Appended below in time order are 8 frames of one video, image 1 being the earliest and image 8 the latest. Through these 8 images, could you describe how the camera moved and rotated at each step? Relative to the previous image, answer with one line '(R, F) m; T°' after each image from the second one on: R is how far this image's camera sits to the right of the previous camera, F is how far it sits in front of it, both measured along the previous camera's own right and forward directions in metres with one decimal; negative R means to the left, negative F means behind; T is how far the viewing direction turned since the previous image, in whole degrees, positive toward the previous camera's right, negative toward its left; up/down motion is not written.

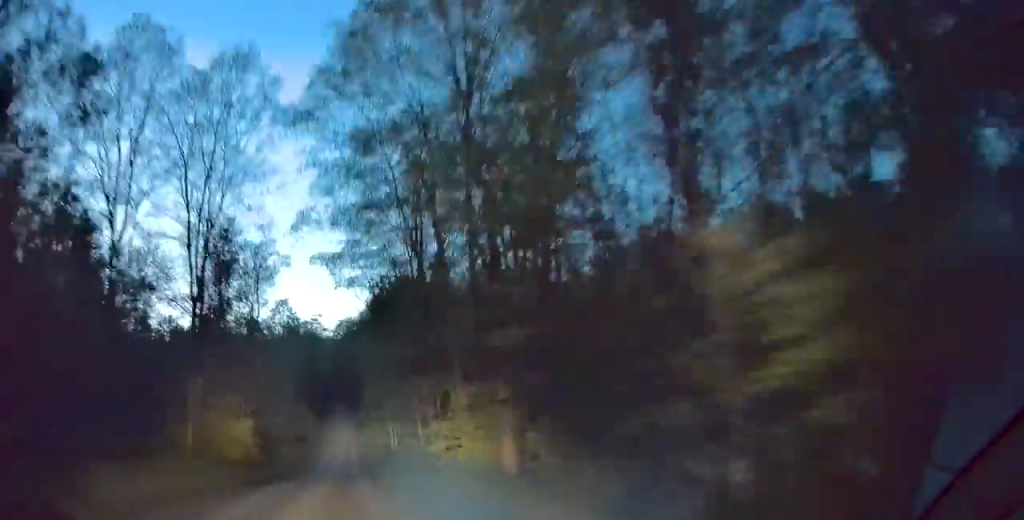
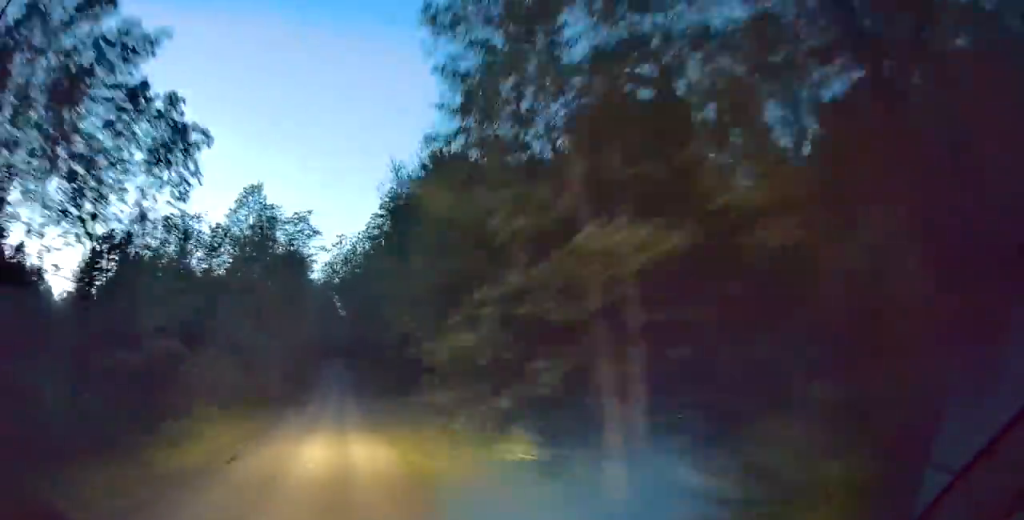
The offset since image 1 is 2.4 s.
(0.0, +35.0) m; 0°
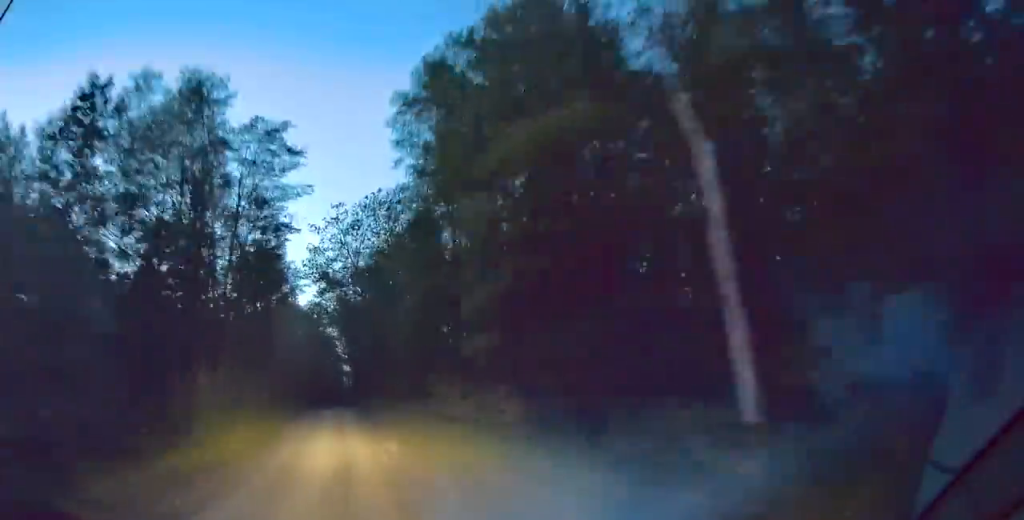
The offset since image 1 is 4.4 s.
(+0.2, +29.2) m; -1°
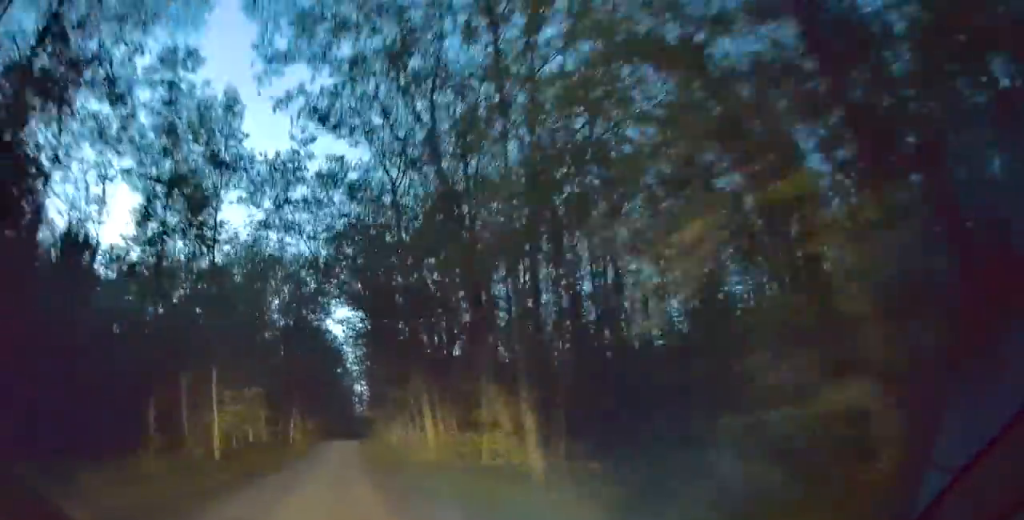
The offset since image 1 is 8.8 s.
(-0.9, +61.4) m; 0°
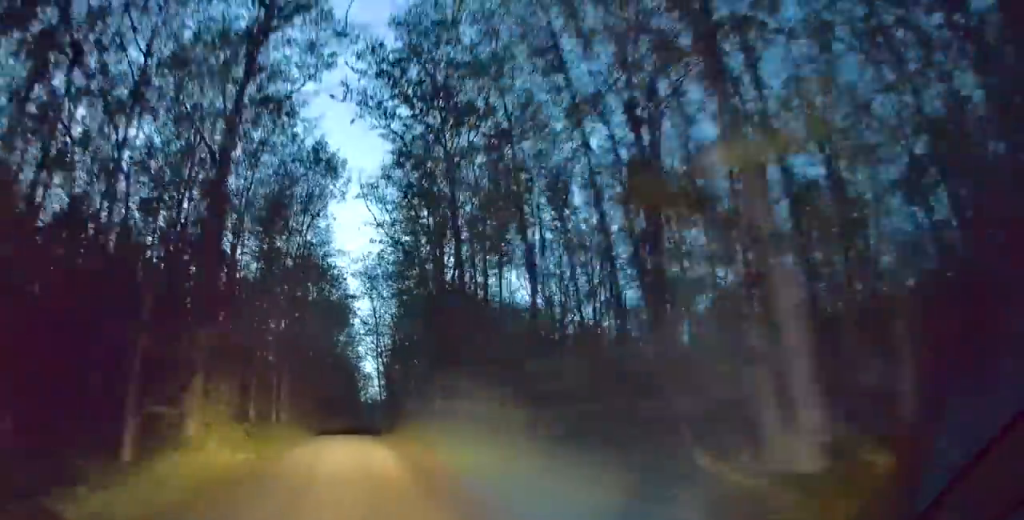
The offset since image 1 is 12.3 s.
(+0.4, +46.0) m; +2°
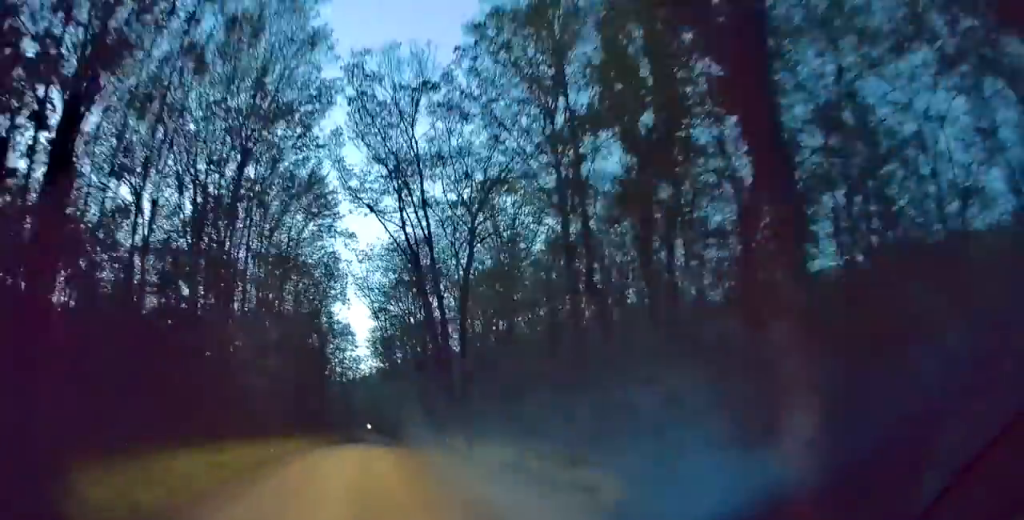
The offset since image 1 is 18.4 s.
(+3.6, +78.5) m; +4°
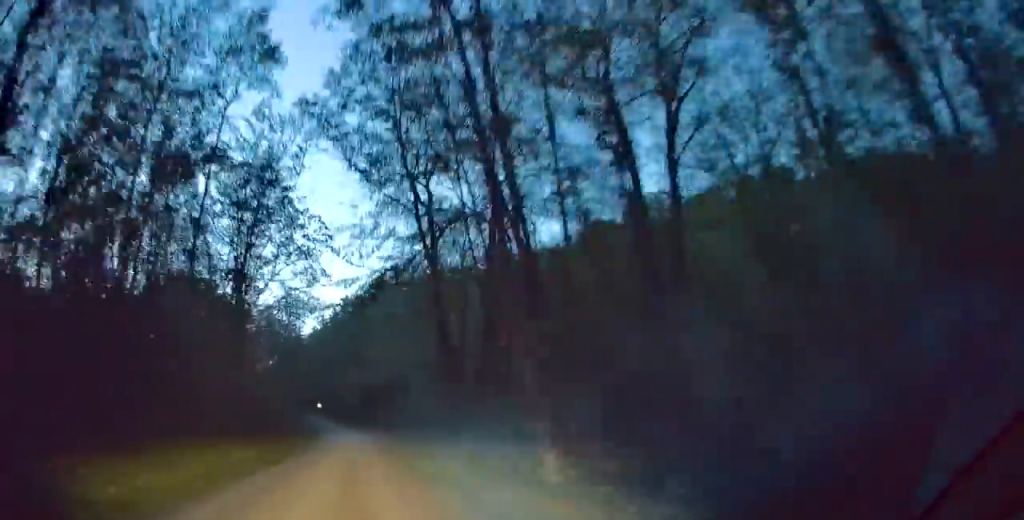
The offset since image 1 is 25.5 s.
(+2.9, +91.7) m; +2°
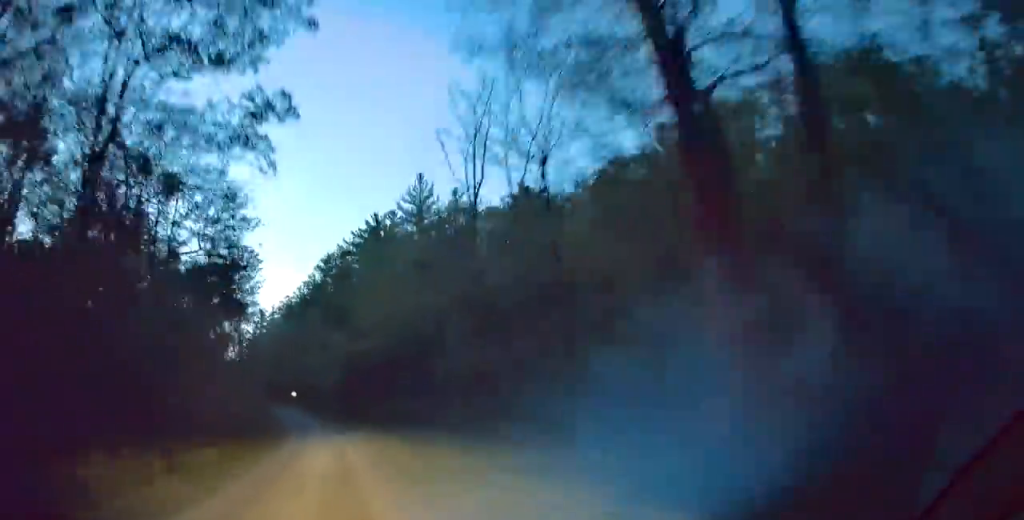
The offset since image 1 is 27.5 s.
(+0.7, +26.5) m; -1°
